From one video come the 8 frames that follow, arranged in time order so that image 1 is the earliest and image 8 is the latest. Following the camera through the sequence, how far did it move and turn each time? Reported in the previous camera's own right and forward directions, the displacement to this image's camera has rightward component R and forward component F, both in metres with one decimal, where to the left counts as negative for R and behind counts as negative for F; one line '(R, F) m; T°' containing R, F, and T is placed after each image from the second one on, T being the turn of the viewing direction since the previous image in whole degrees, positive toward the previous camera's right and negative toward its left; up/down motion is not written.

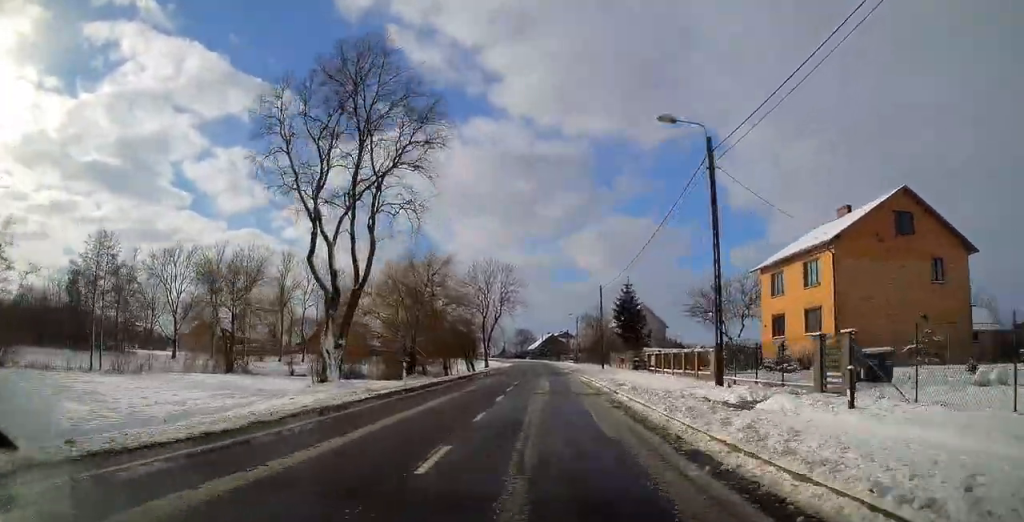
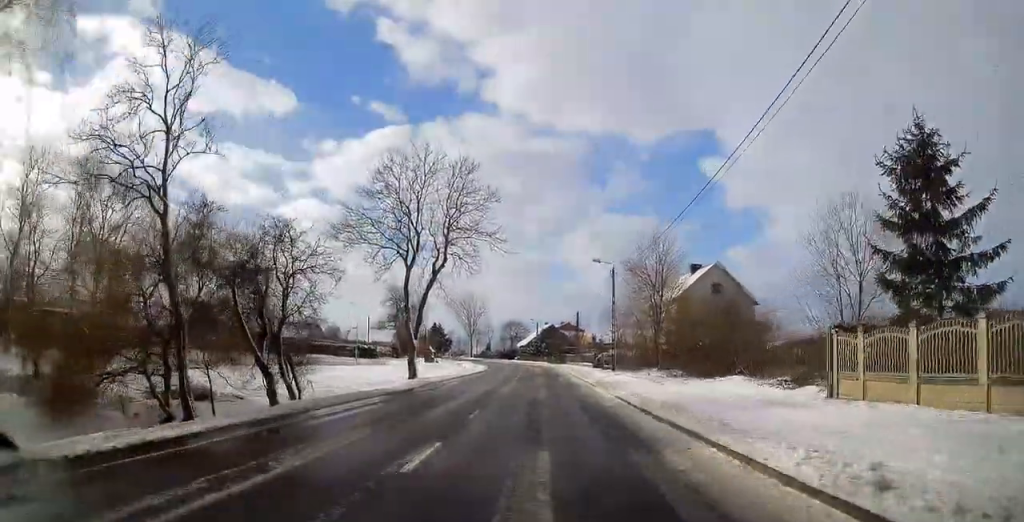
(-0.4, +52.3) m; -1°
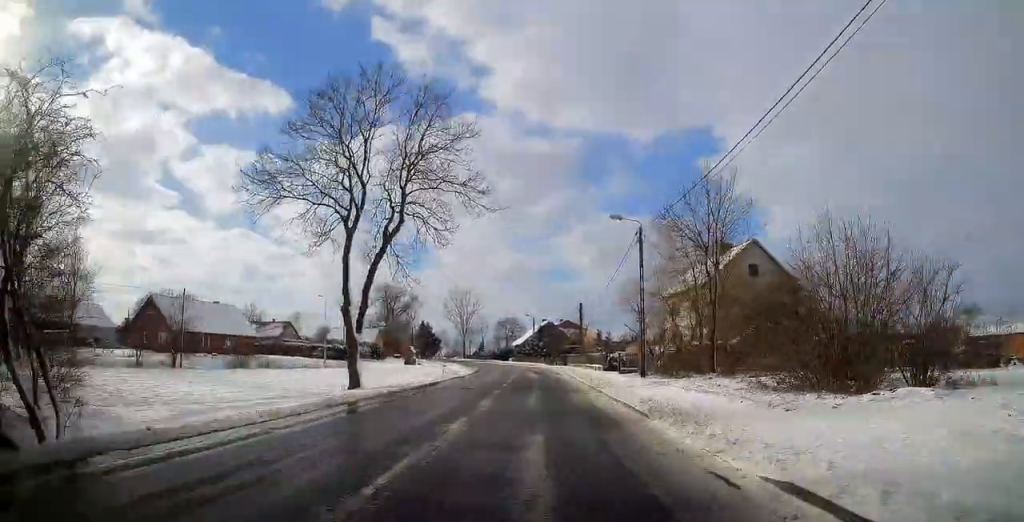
(0.0, +13.2) m; 0°
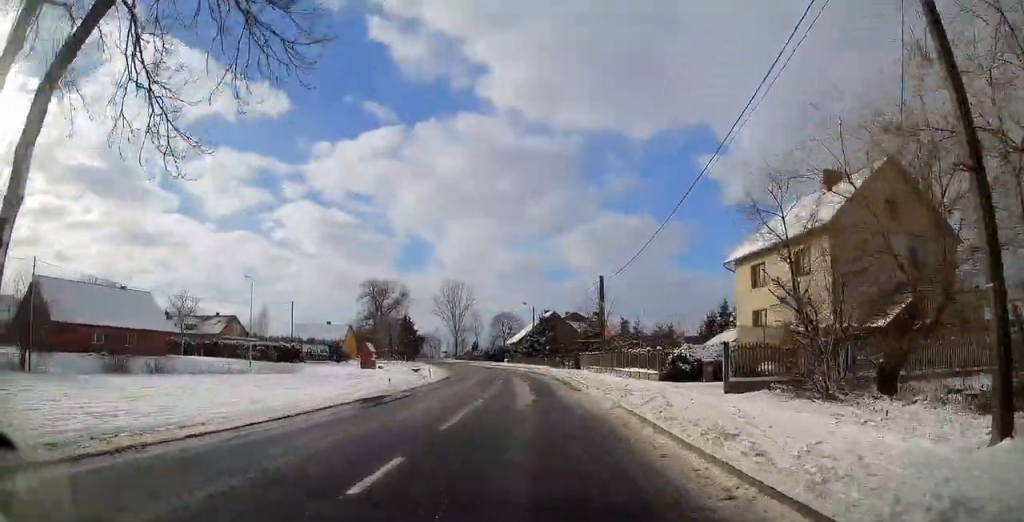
(0.0, +23.3) m; -3°
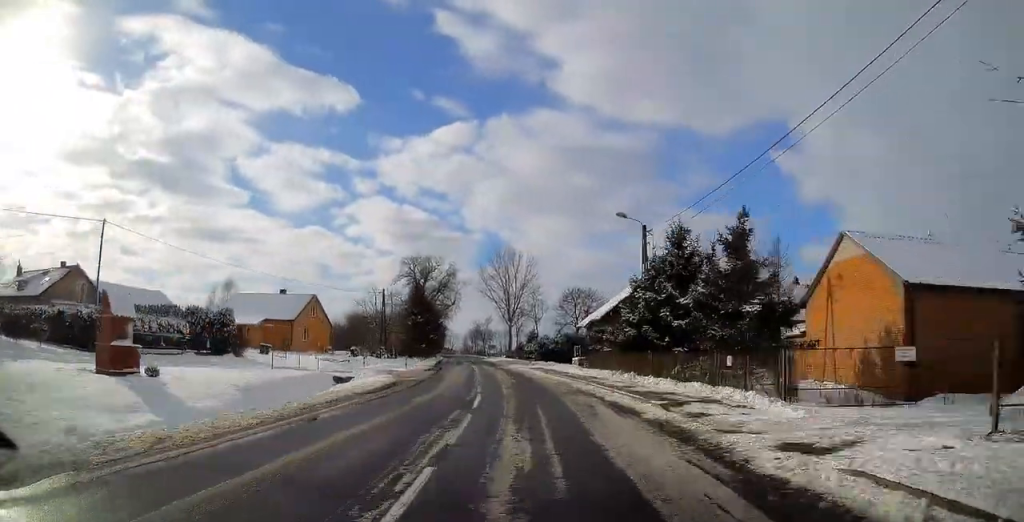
(-3.4, +49.8) m; -6°
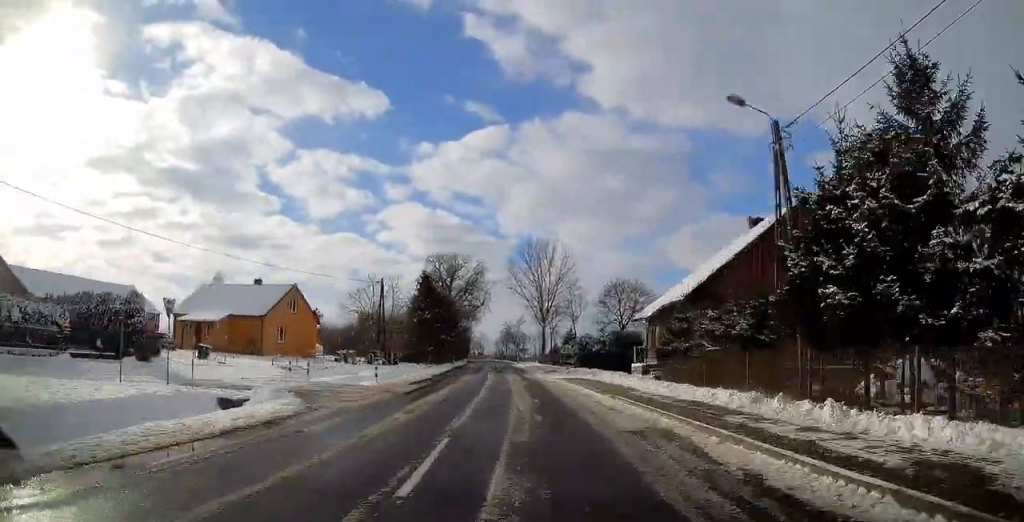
(0.0, +15.2) m; 0°
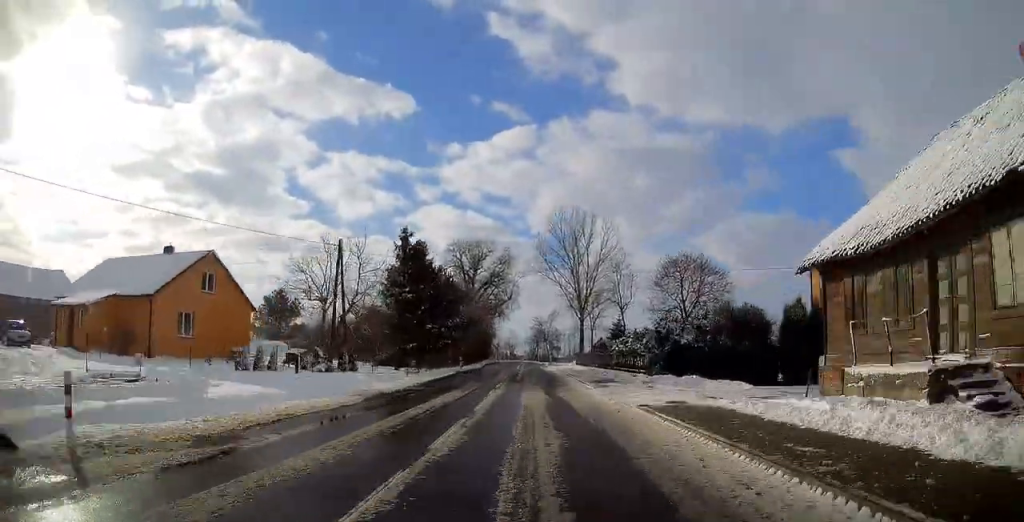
(0.0, +20.5) m; -1°
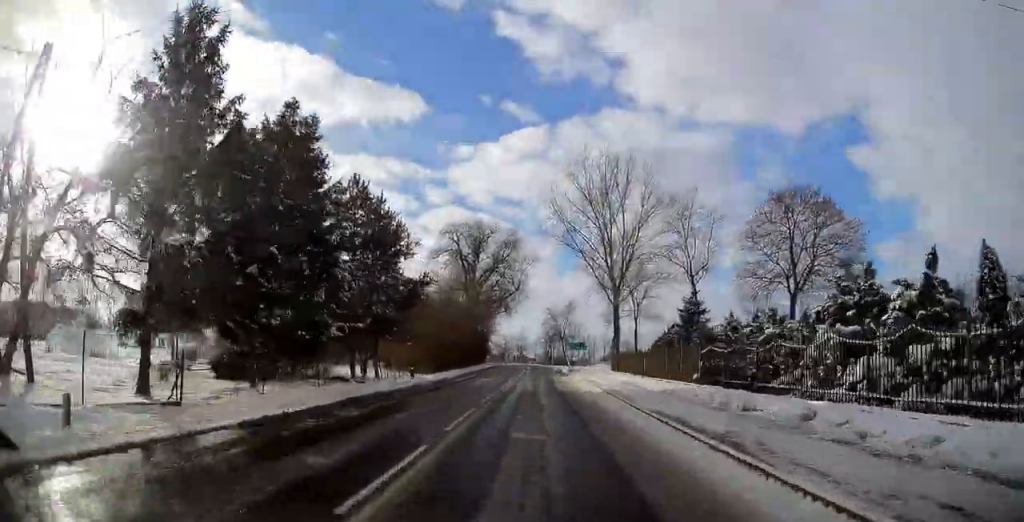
(-0.2, +27.3) m; -3°
